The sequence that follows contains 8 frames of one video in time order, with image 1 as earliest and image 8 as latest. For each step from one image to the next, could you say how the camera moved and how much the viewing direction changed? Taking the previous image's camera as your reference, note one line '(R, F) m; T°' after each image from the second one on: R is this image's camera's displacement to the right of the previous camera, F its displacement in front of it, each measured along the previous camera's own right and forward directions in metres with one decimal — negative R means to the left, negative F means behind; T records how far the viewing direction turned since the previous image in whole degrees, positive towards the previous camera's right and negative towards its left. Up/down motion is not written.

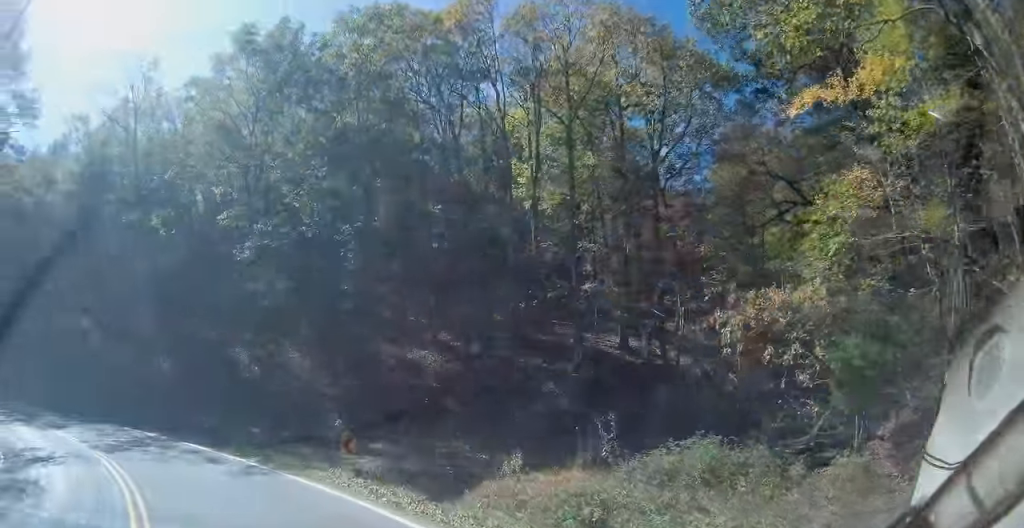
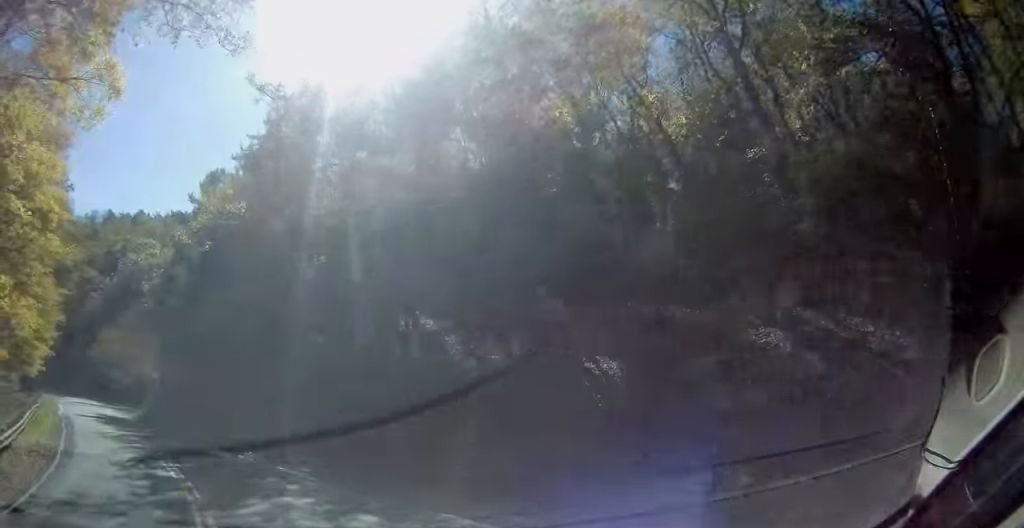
(-8.7, +10.6) m; -63°
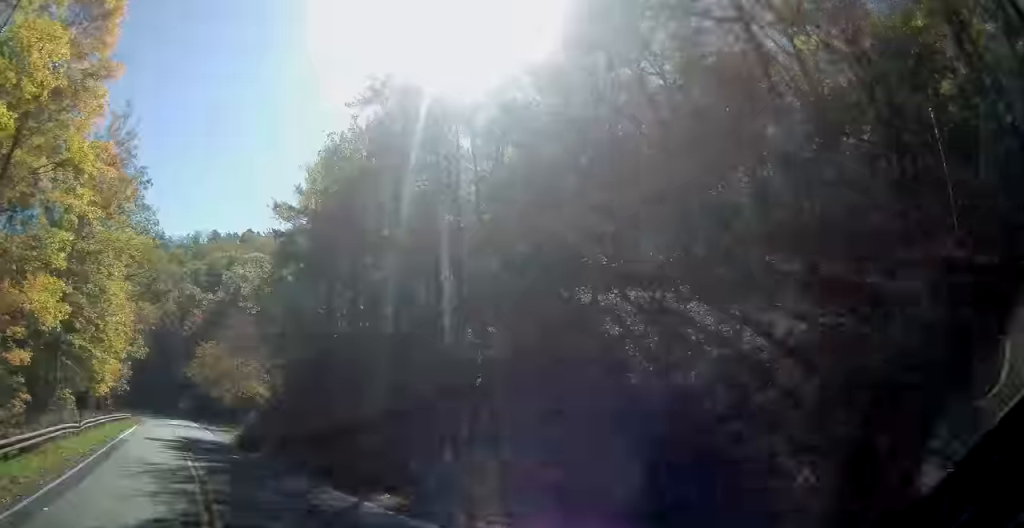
(0.0, +7.4) m; 0°
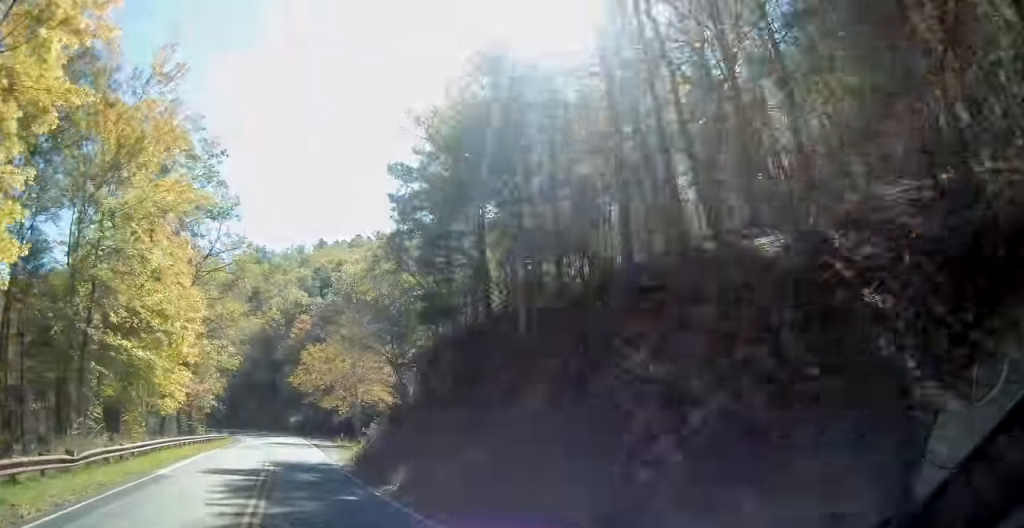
(0.0, +9.8) m; 0°
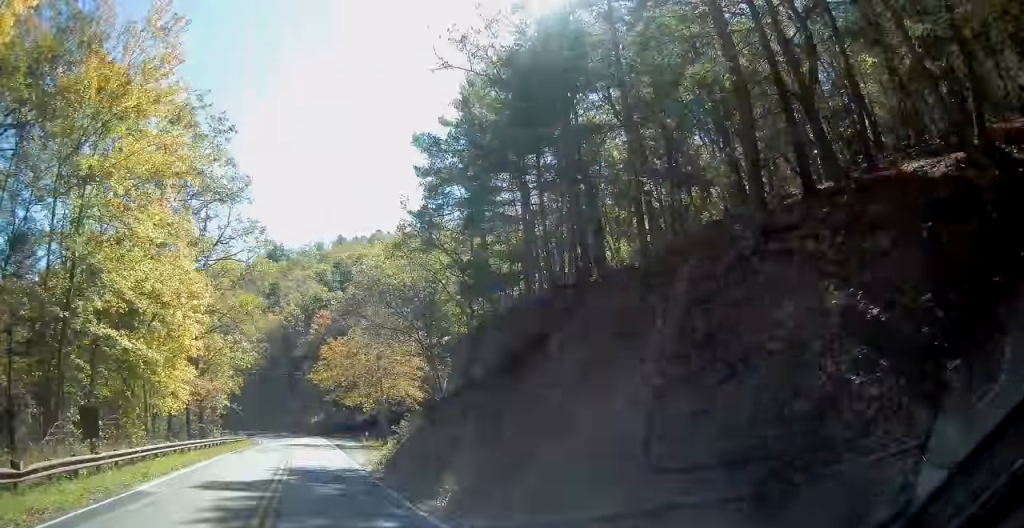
(0.0, +4.0) m; 0°
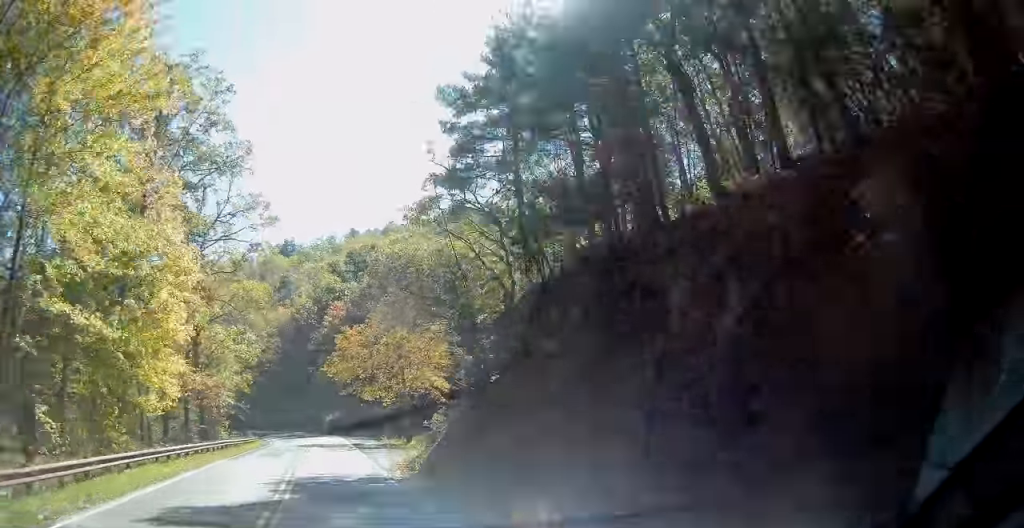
(0.0, +5.2) m; 0°
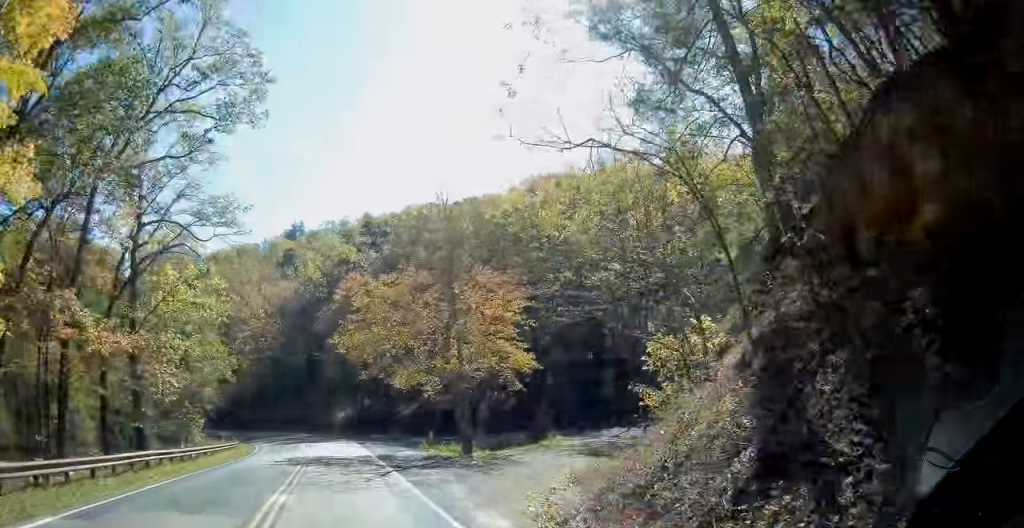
(0.0, +17.9) m; -9°
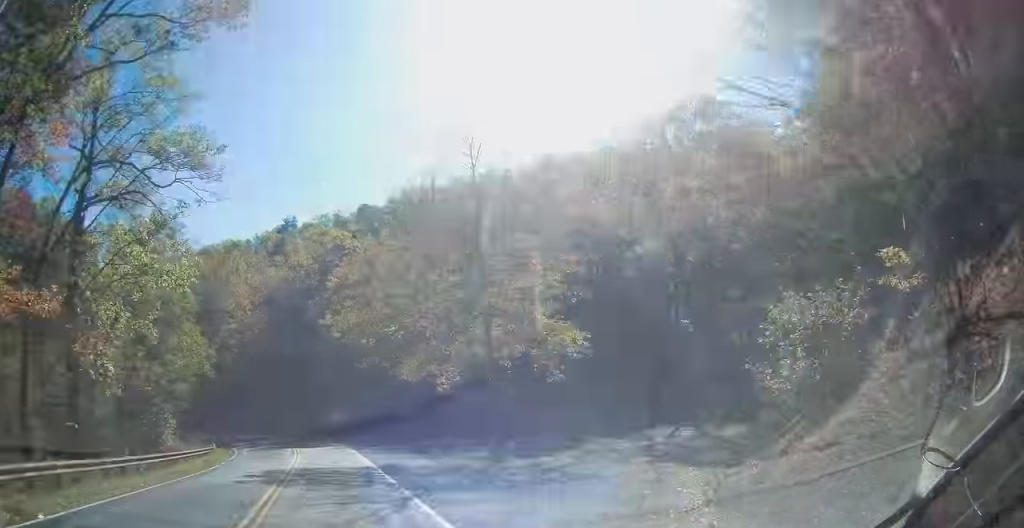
(-0.8, +6.9) m; -6°
